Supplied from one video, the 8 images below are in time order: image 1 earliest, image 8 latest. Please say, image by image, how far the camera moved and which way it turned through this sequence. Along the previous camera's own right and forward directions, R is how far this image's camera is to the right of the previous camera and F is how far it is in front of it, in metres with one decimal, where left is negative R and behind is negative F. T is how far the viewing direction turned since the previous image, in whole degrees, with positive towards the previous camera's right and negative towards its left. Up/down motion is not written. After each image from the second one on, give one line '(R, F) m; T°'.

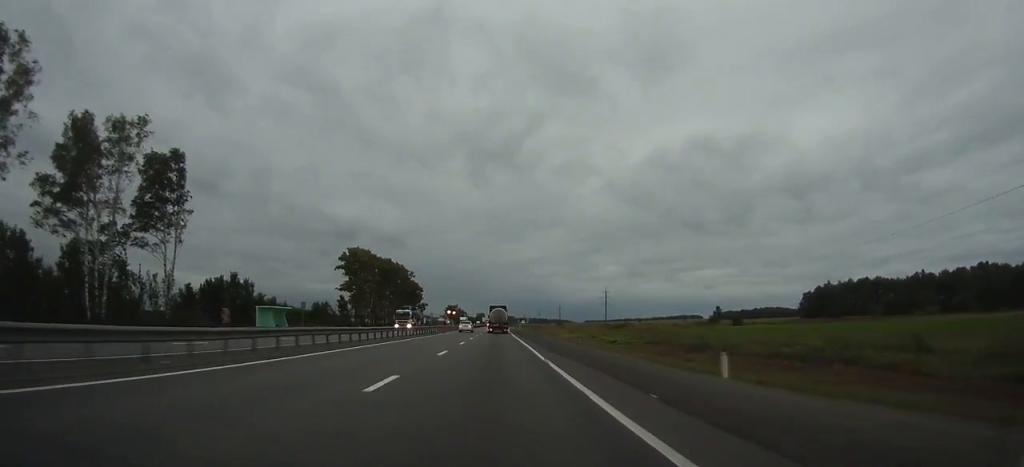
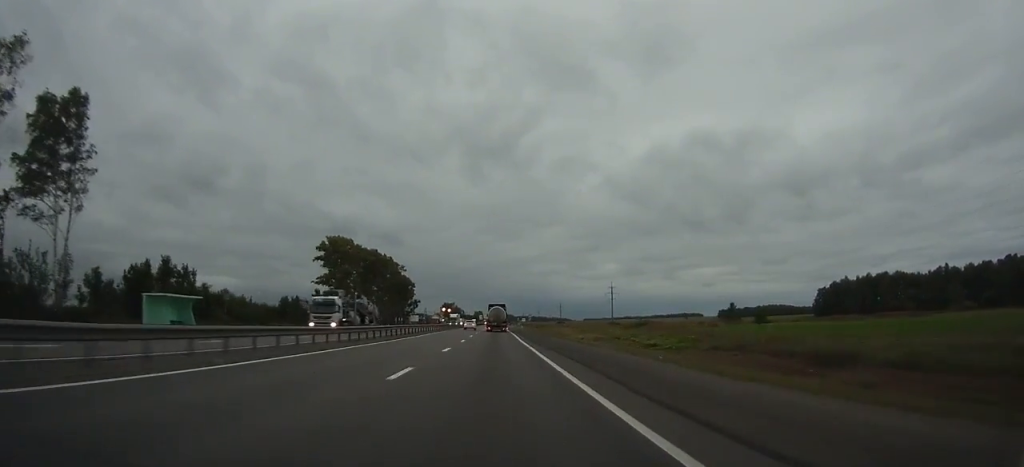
(0.0, +21.8) m; 0°
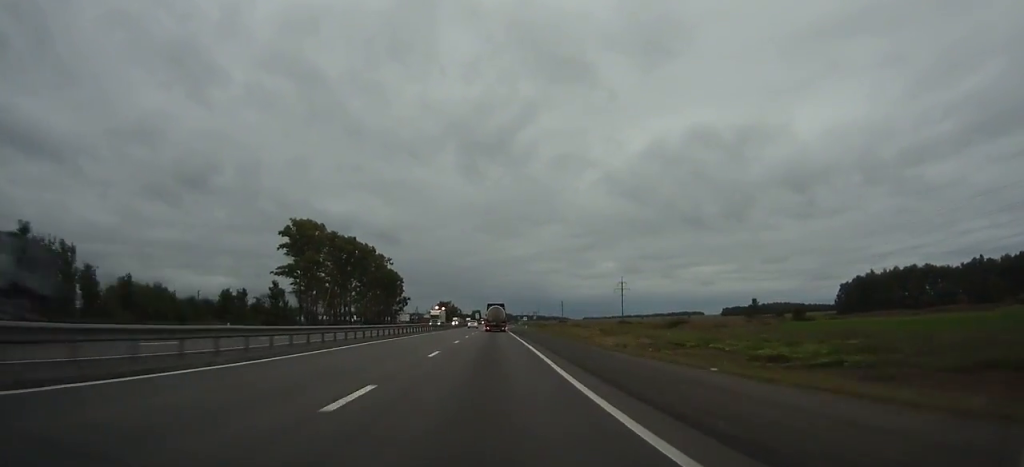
(0.0, +28.0) m; 0°
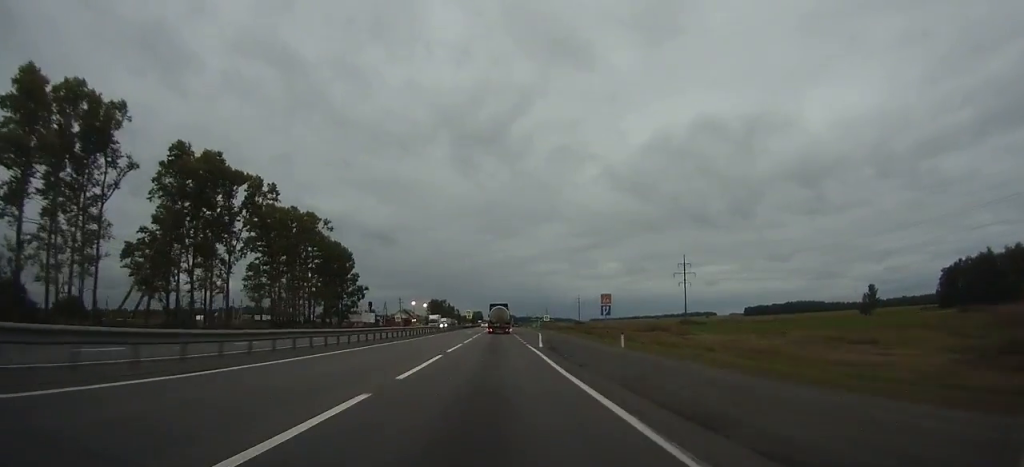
(0.0, +88.2) m; 0°
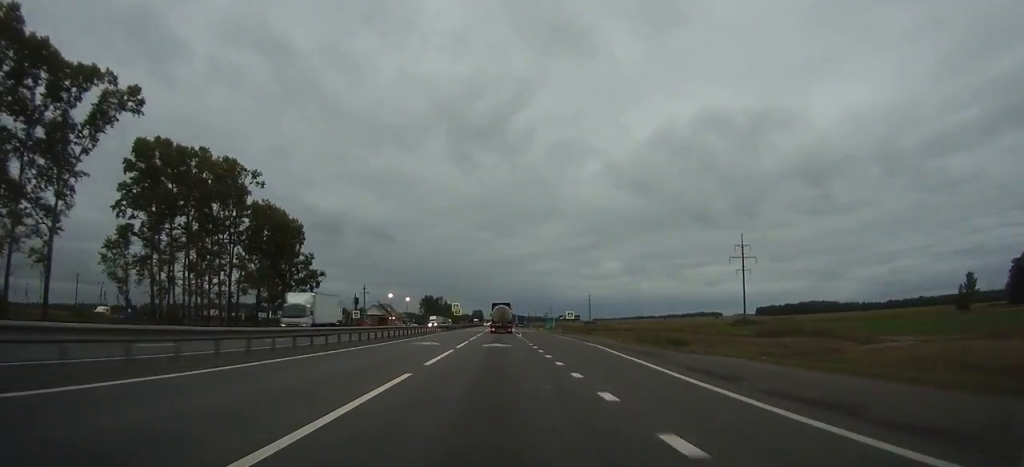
(-0.2, +45.1) m; 0°
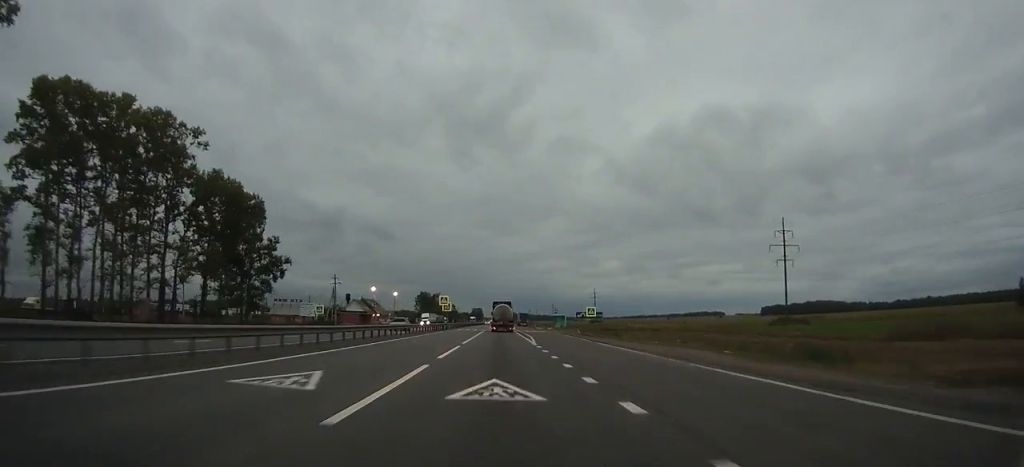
(+0.1, +22.0) m; 0°
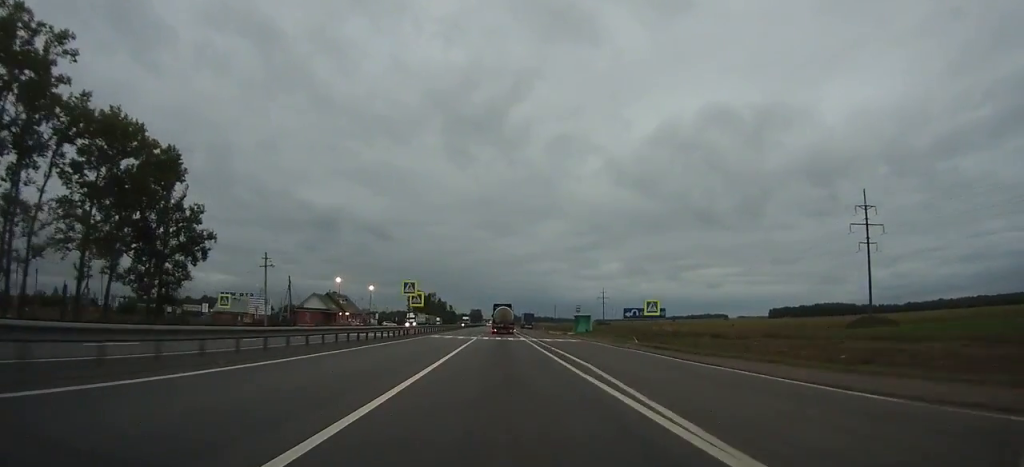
(+0.1, +30.4) m; 0°
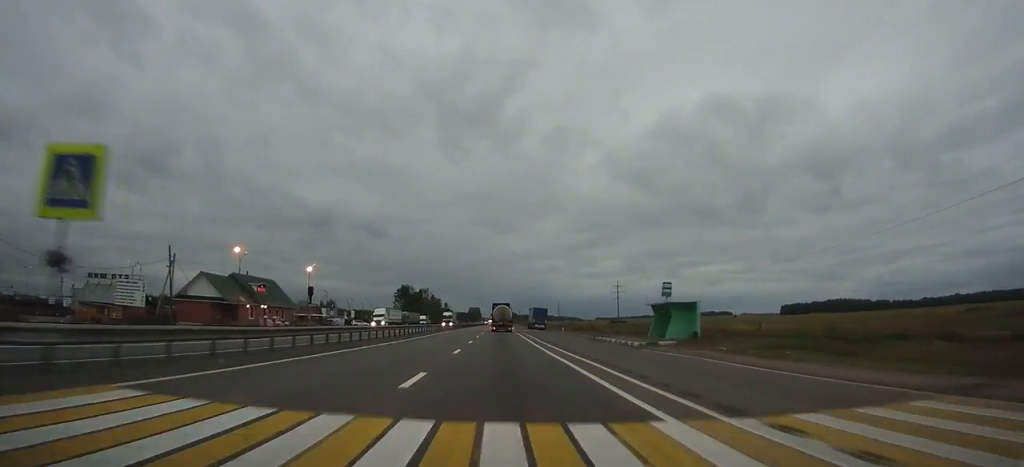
(-0.1, +42.3) m; 0°
